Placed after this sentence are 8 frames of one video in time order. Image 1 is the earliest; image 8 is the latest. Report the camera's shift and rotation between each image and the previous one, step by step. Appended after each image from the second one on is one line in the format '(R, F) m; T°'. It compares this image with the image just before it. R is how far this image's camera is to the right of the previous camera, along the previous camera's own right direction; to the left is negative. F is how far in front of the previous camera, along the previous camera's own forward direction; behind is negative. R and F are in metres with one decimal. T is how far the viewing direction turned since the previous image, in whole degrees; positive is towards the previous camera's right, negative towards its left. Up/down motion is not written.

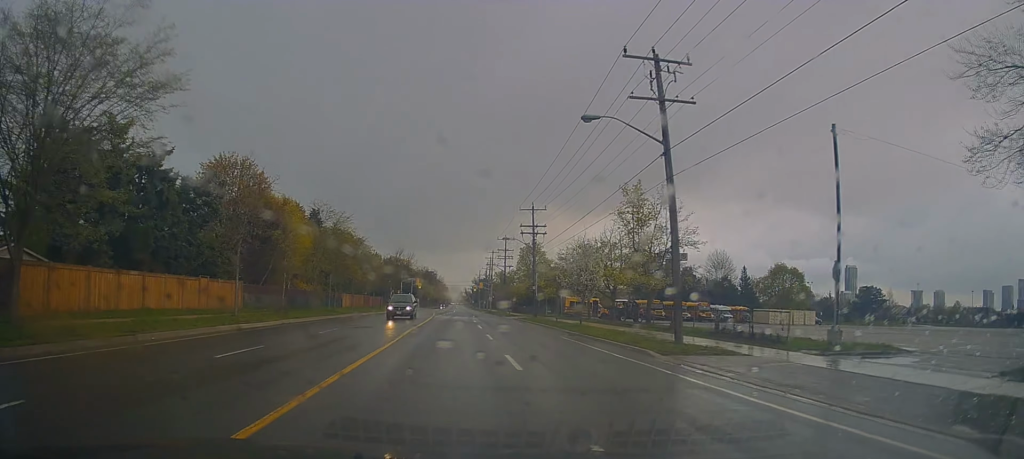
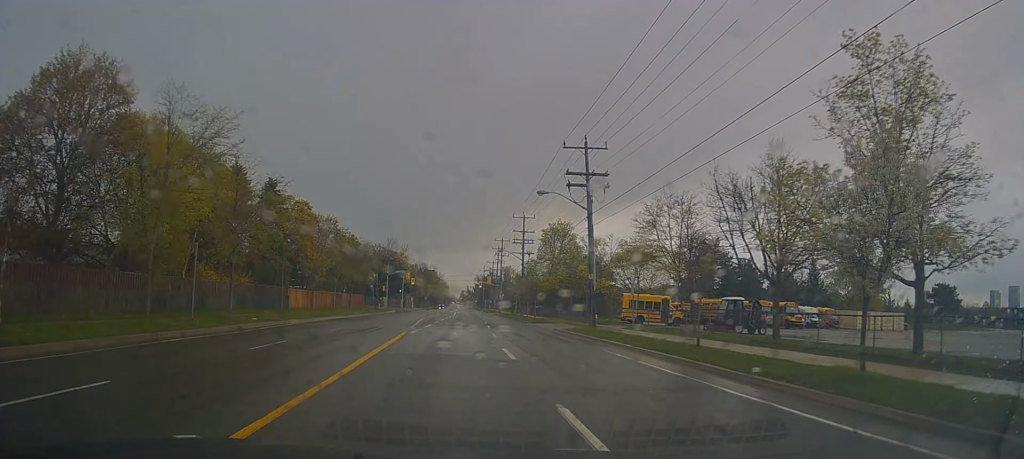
(+0.9, +25.2) m; +2°
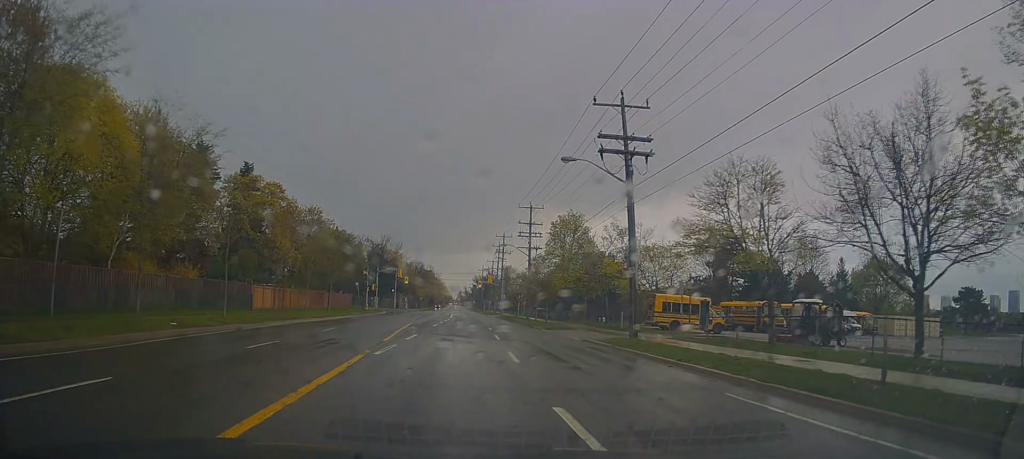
(-0.2, +9.4) m; 0°
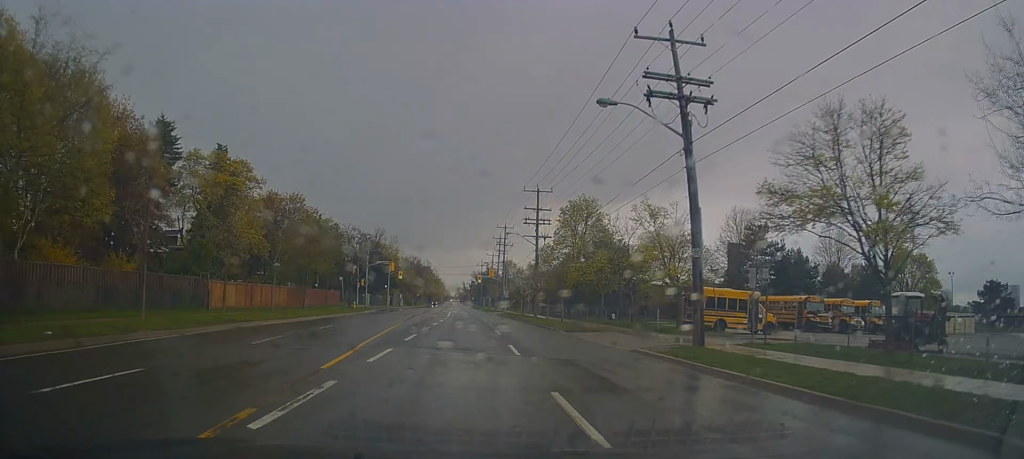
(-0.4, +7.1) m; 0°
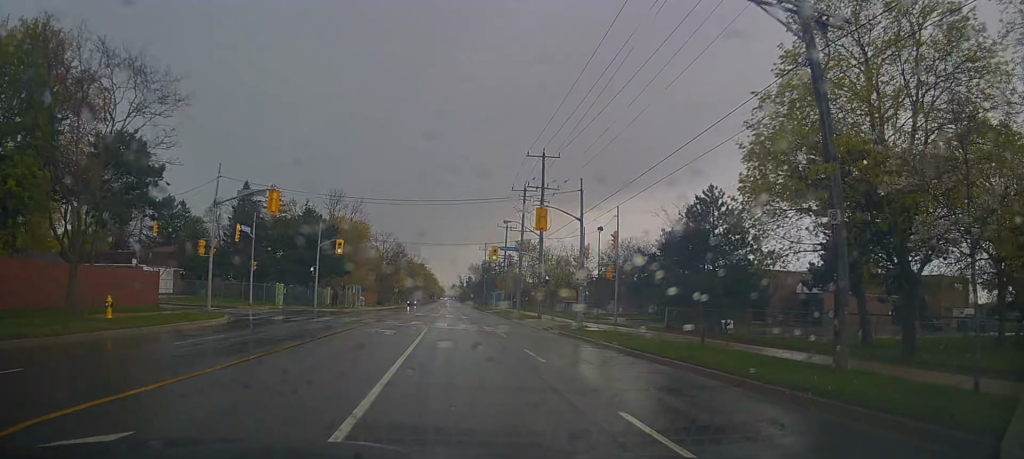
(+0.2, +46.7) m; +1°
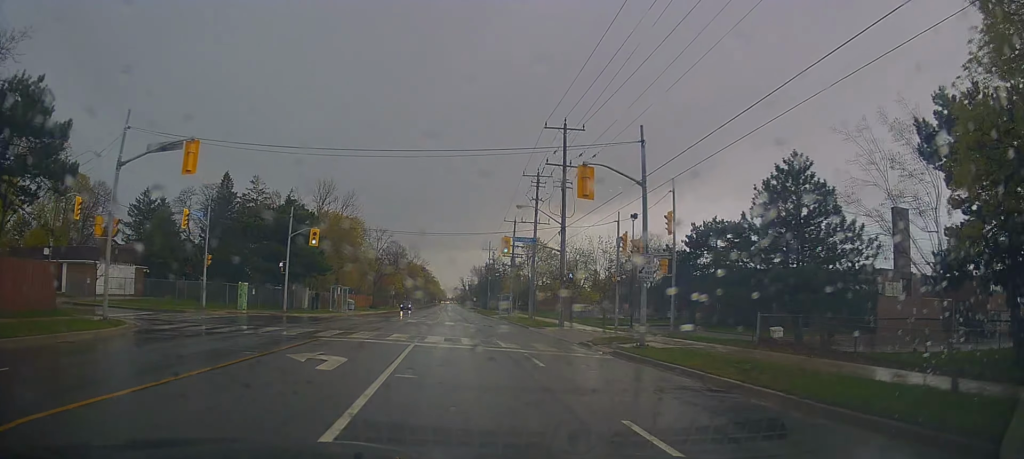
(+0.1, +9.2) m; 0°
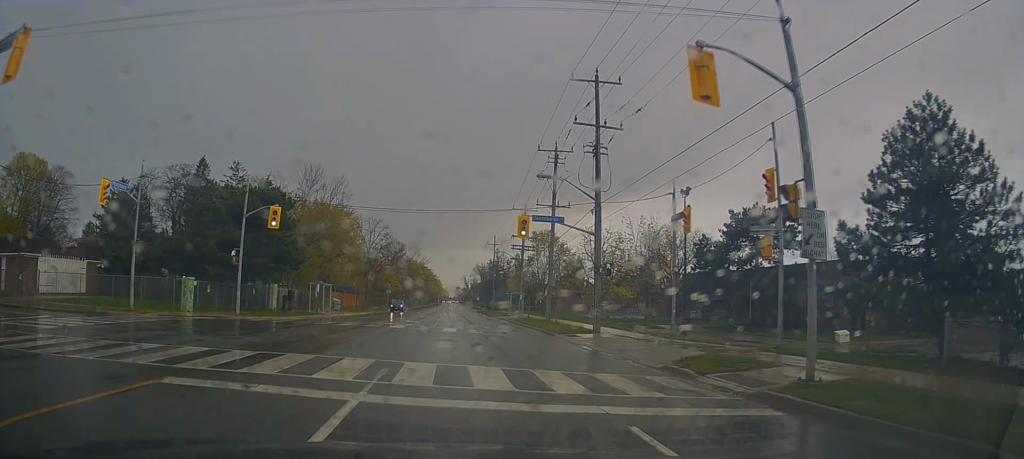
(+0.3, +9.4) m; 0°
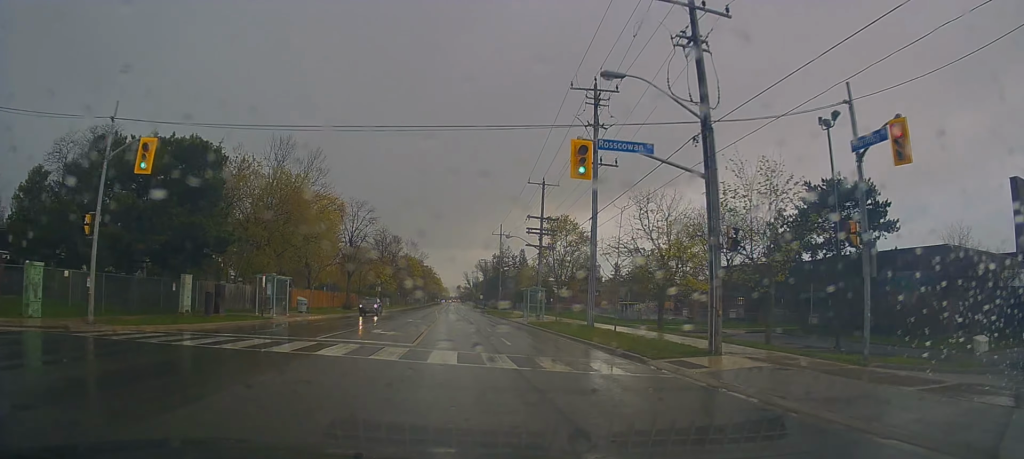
(-0.4, +13.6) m; -2°
